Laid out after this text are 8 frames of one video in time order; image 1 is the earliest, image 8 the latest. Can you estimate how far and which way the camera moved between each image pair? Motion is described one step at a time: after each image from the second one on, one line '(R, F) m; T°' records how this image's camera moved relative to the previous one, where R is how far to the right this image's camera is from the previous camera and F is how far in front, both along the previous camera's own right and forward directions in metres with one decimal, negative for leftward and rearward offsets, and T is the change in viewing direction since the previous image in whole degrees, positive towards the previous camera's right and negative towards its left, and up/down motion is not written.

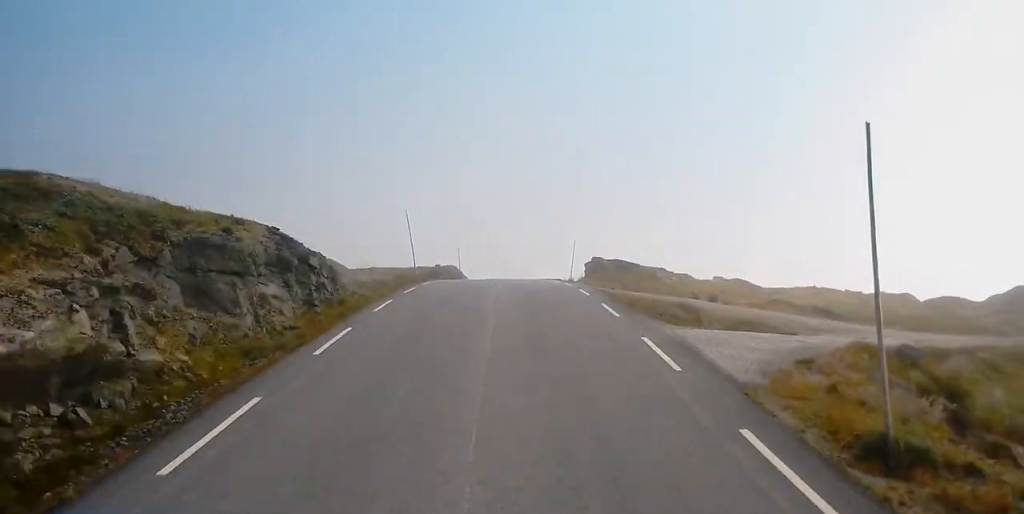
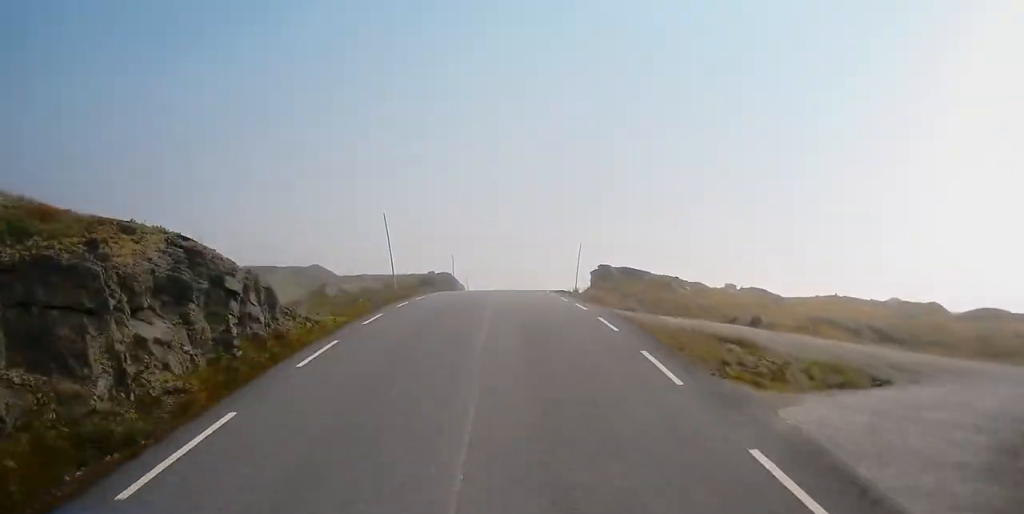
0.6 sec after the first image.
(0.0, +6.4) m; 0°
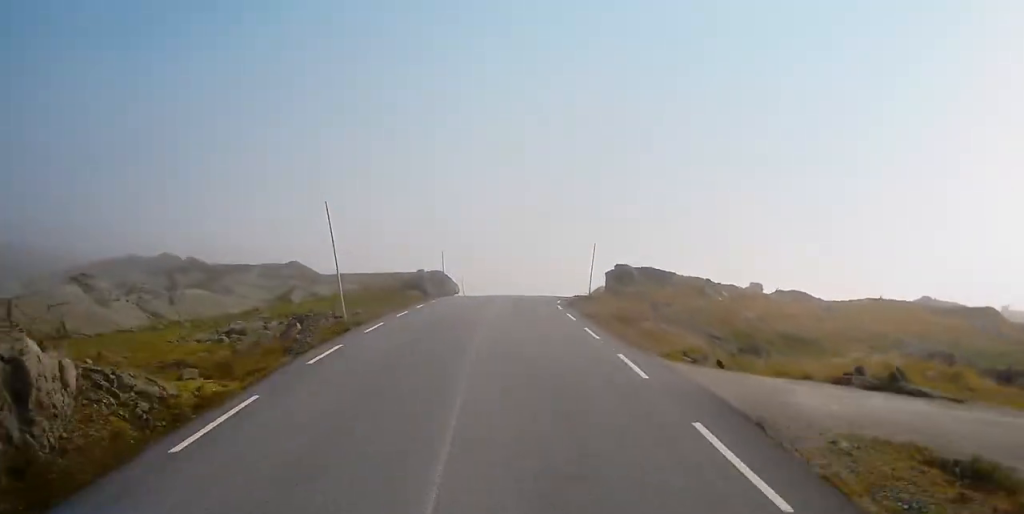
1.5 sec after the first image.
(0.0, +10.1) m; 0°
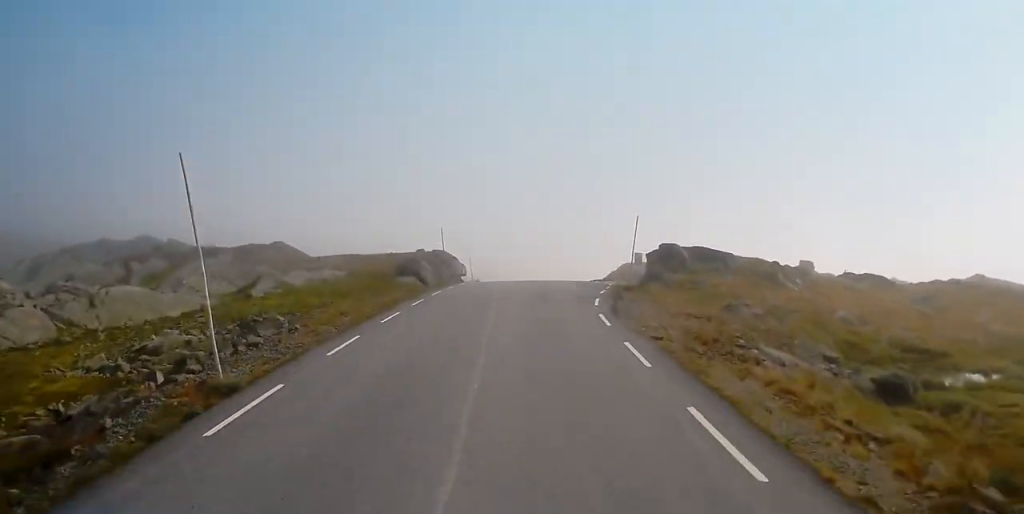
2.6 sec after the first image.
(0.0, +11.0) m; -3°
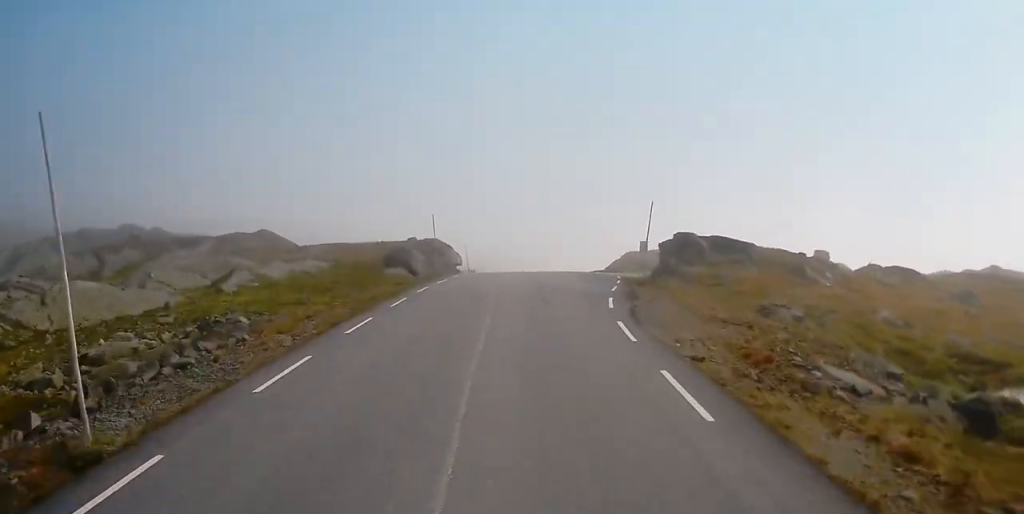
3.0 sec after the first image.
(-0.2, +4.0) m; 0°
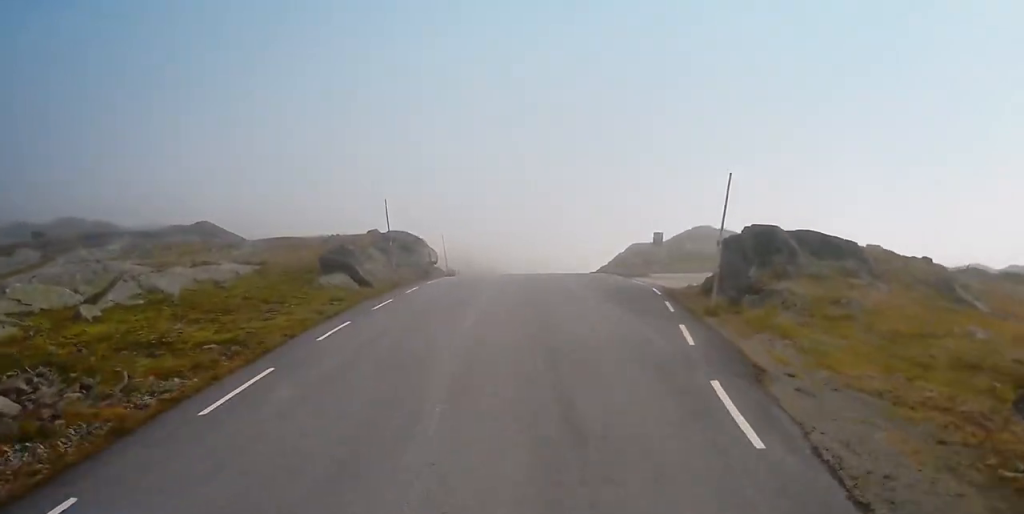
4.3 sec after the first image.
(0.0, +12.9) m; +2°
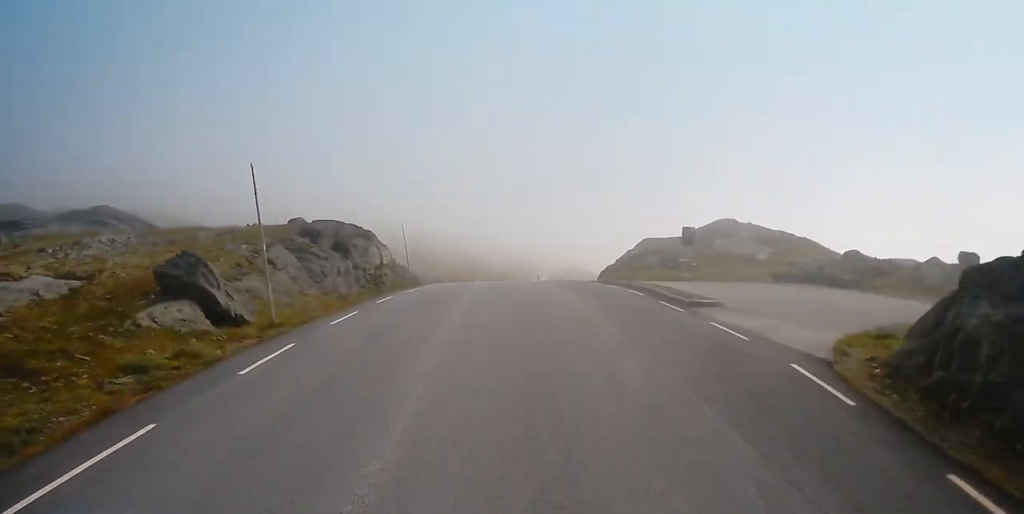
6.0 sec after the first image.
(+0.2, +15.4) m; +2°
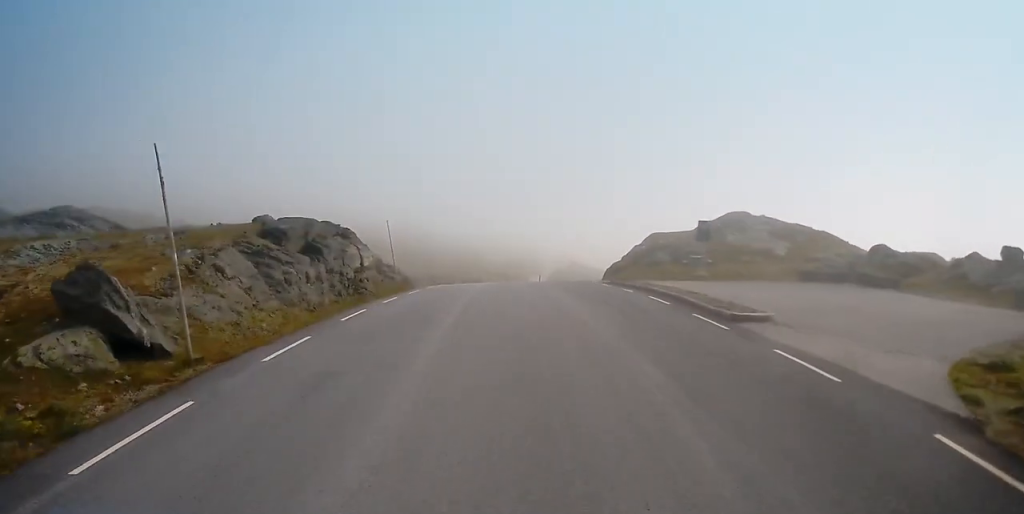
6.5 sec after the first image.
(-0.1, +4.8) m; +2°
